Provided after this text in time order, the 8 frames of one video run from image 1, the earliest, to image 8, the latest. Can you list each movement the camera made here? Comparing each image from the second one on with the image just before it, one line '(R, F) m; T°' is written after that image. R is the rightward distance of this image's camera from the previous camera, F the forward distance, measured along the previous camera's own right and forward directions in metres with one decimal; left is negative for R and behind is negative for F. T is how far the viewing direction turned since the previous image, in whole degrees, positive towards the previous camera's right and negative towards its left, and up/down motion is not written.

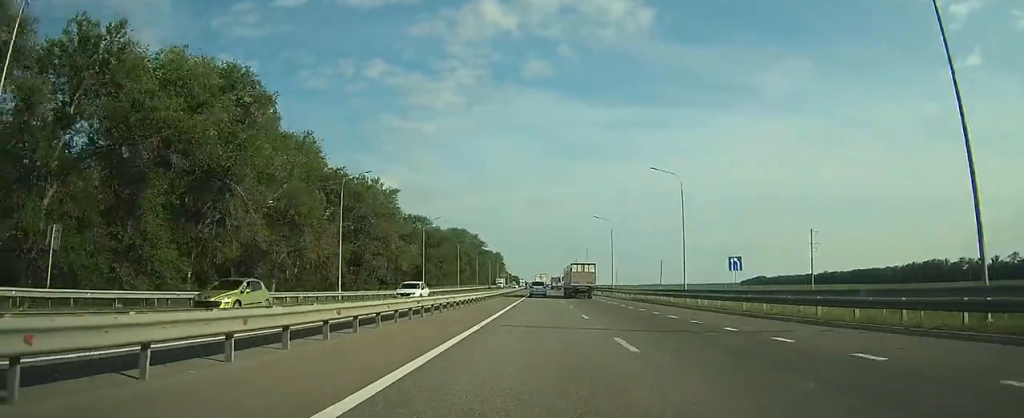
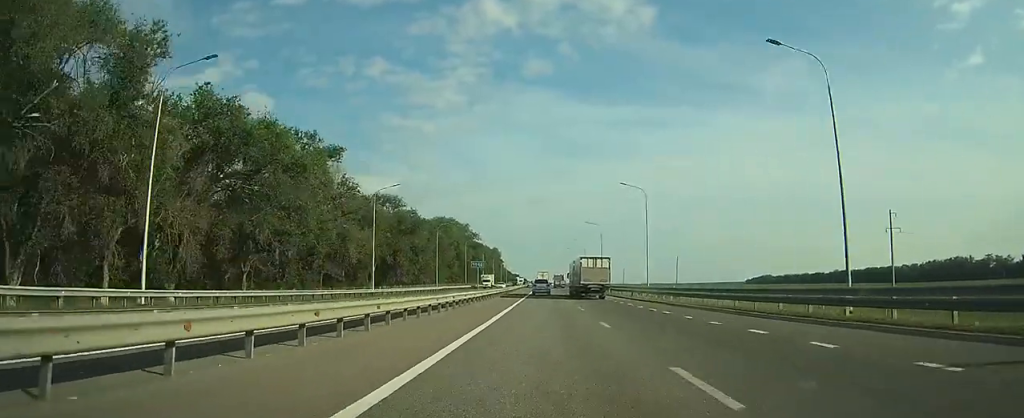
(0.0, +29.6) m; 0°
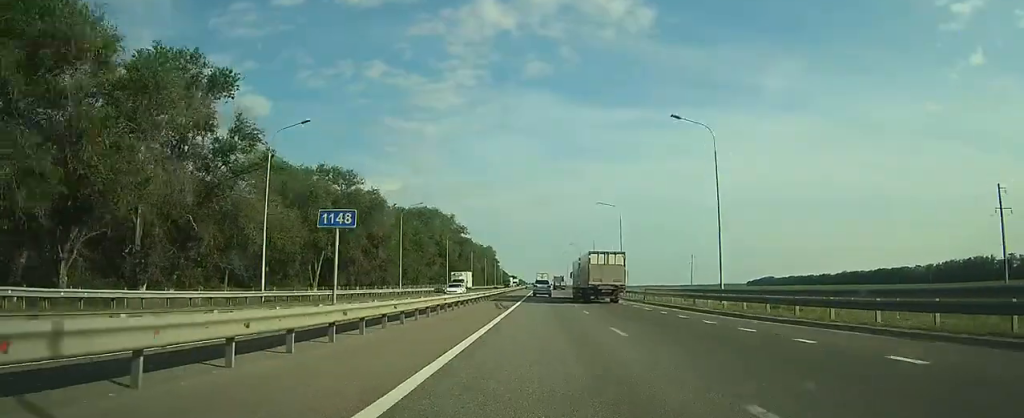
(0.0, +26.7) m; 0°
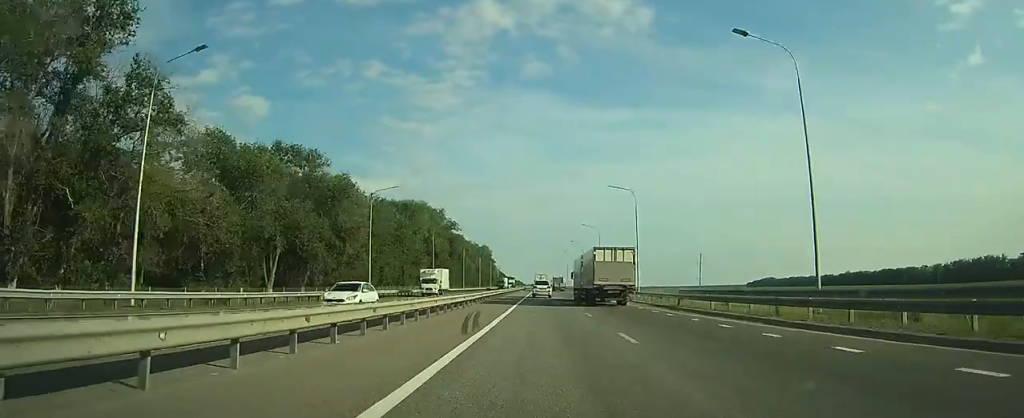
(0.0, +13.8) m; 0°
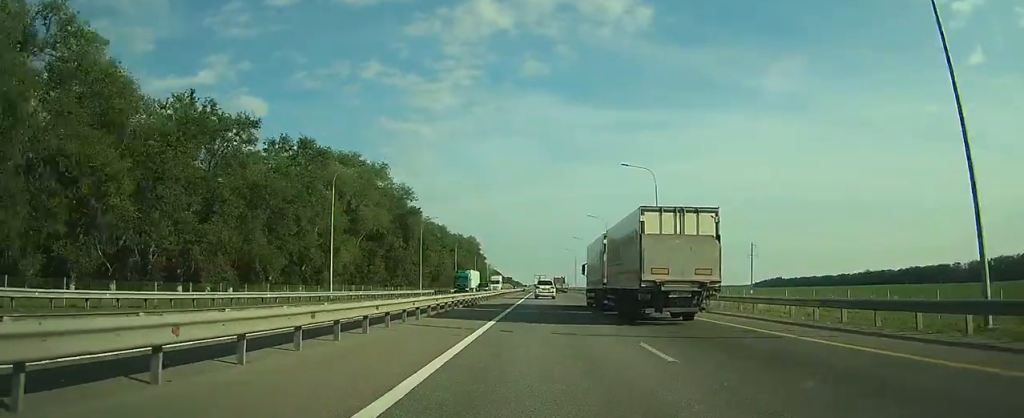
(+0.1, +51.5) m; 0°
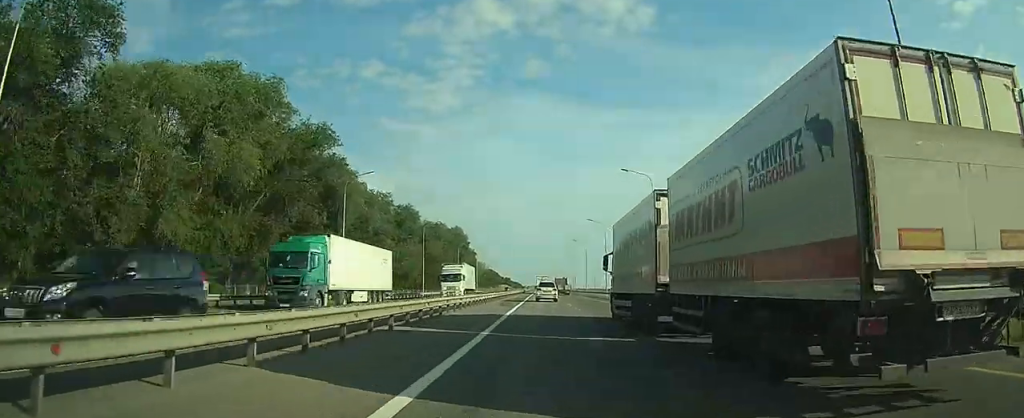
(-0.1, +37.7) m; 0°
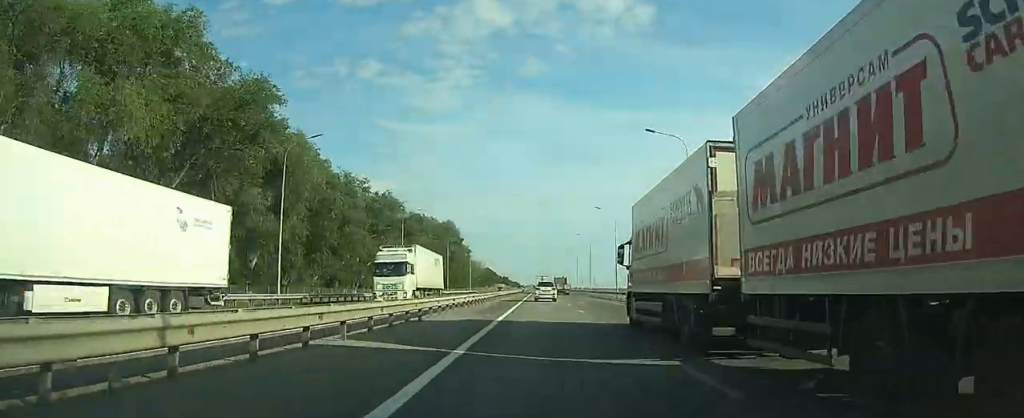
(0.0, +13.9) m; 0°
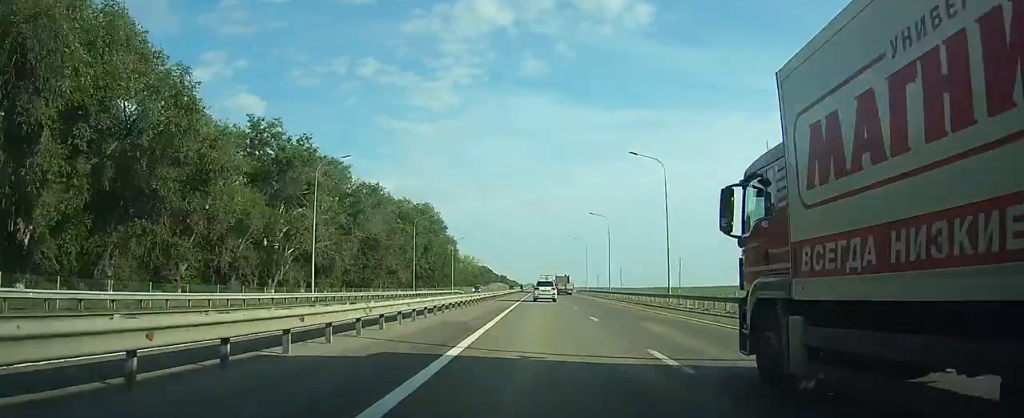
(0.0, +32.7) m; 0°
